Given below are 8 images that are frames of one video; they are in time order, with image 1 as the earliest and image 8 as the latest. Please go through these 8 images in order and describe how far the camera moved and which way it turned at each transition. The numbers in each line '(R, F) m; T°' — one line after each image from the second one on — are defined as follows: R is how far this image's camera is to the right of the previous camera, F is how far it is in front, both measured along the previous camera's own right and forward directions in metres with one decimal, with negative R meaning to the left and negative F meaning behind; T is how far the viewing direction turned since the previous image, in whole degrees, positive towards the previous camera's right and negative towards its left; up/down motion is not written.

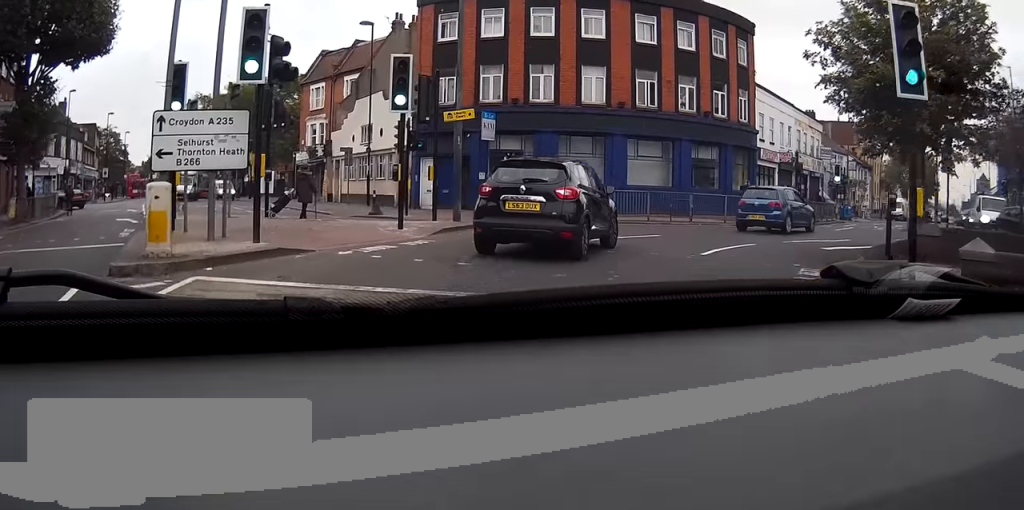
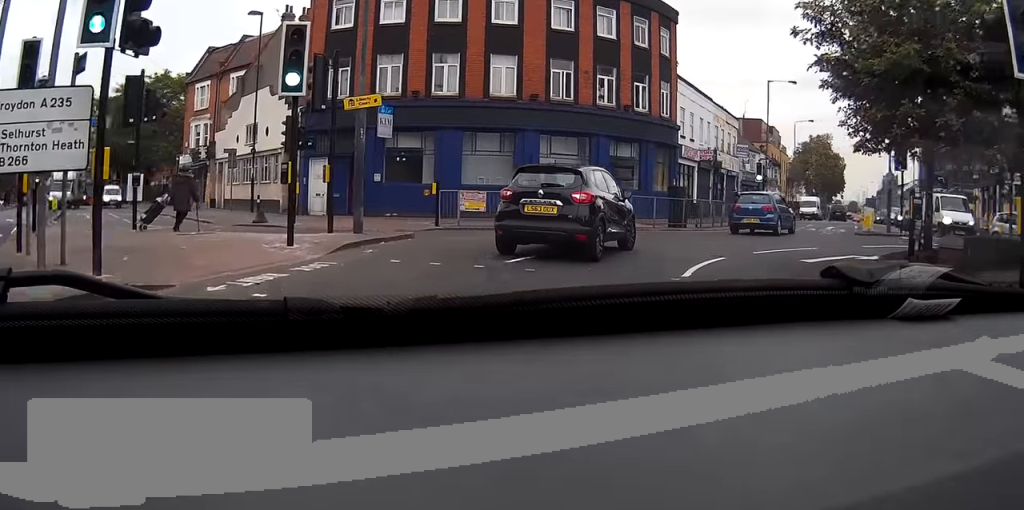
(+0.3, +3.6) m; +11°
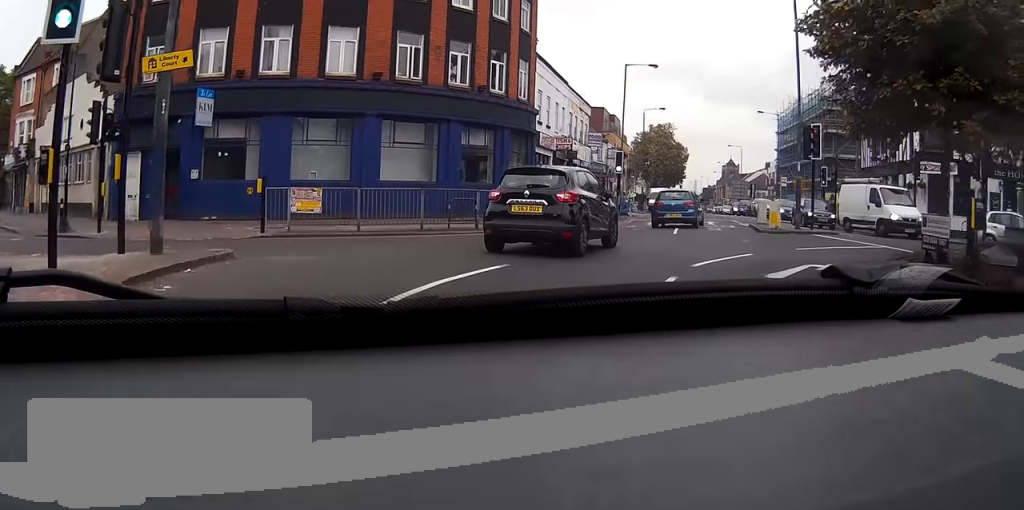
(+0.6, +4.4) m; +11°
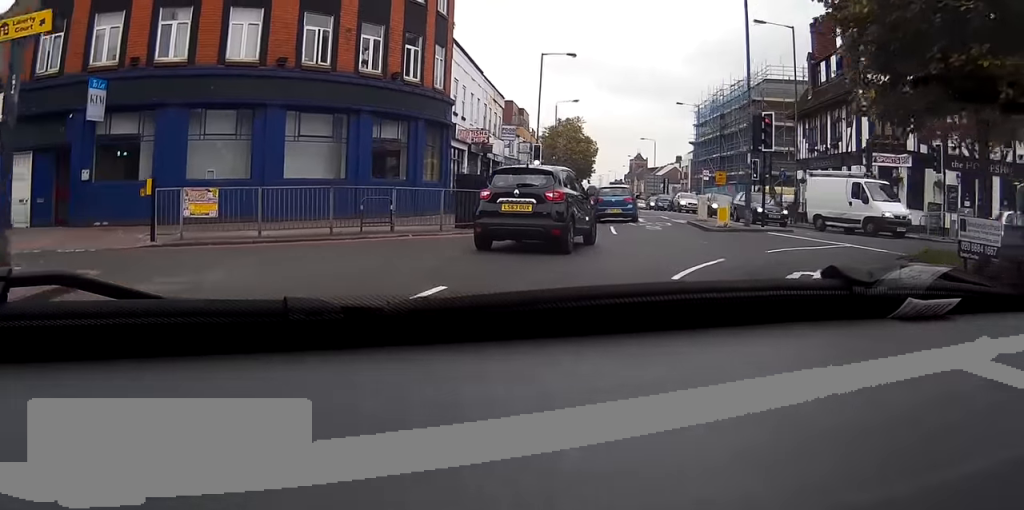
(+0.2, +2.5) m; +5°
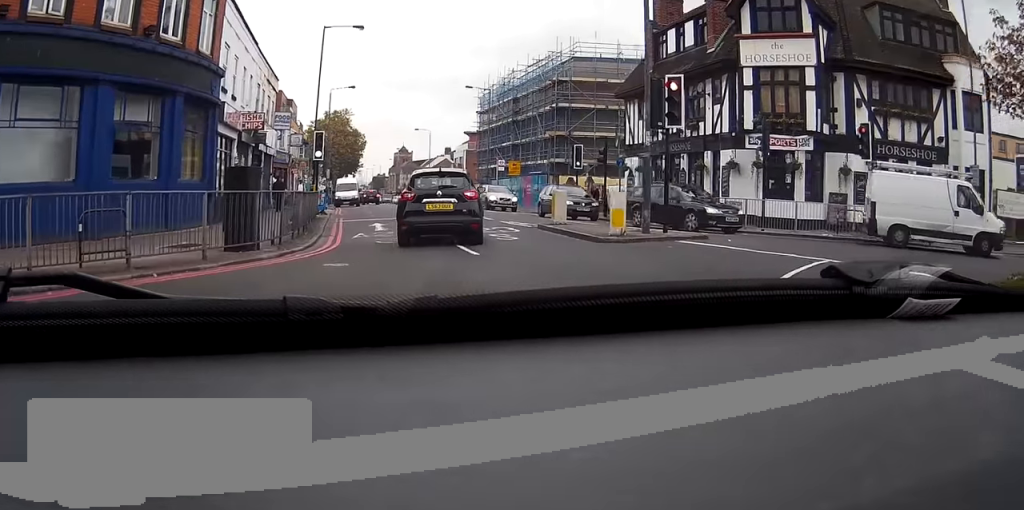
(+0.3, +7.2) m; +9°
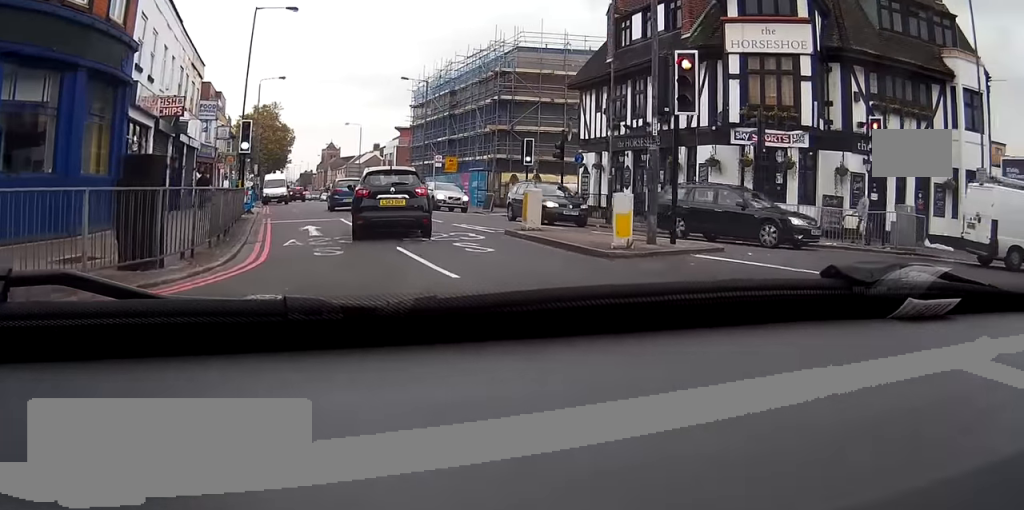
(+0.3, +3.4) m; +5°
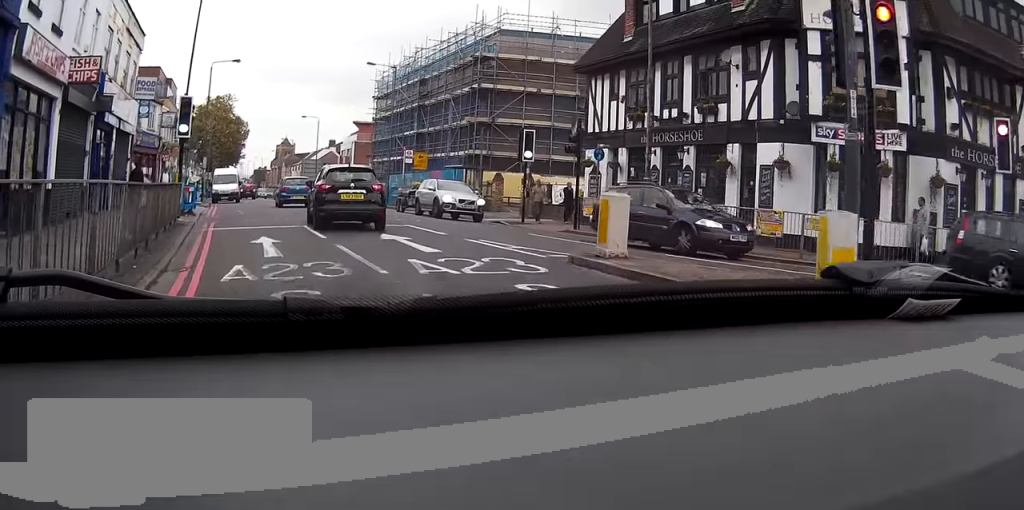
(+0.4, +6.3) m; +5°
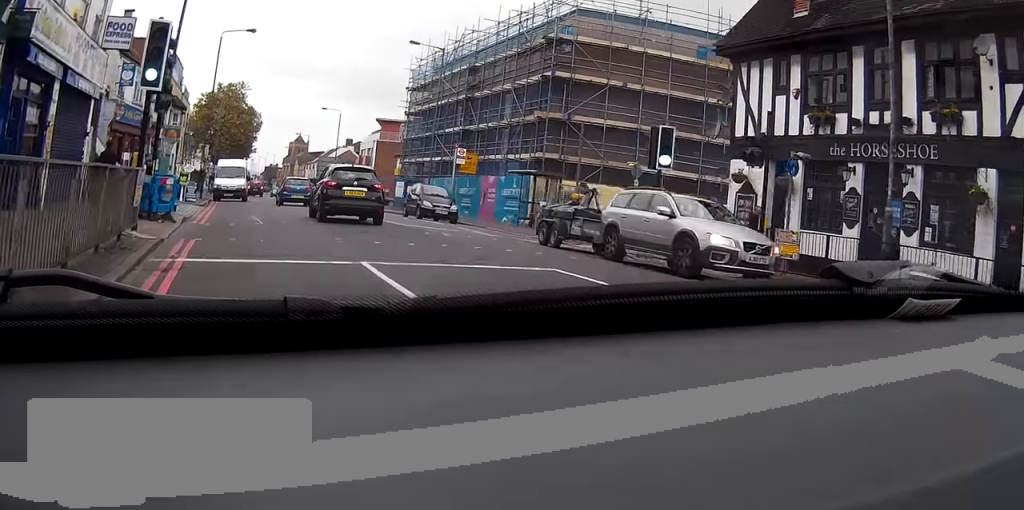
(+0.4, +9.5) m; +2°
